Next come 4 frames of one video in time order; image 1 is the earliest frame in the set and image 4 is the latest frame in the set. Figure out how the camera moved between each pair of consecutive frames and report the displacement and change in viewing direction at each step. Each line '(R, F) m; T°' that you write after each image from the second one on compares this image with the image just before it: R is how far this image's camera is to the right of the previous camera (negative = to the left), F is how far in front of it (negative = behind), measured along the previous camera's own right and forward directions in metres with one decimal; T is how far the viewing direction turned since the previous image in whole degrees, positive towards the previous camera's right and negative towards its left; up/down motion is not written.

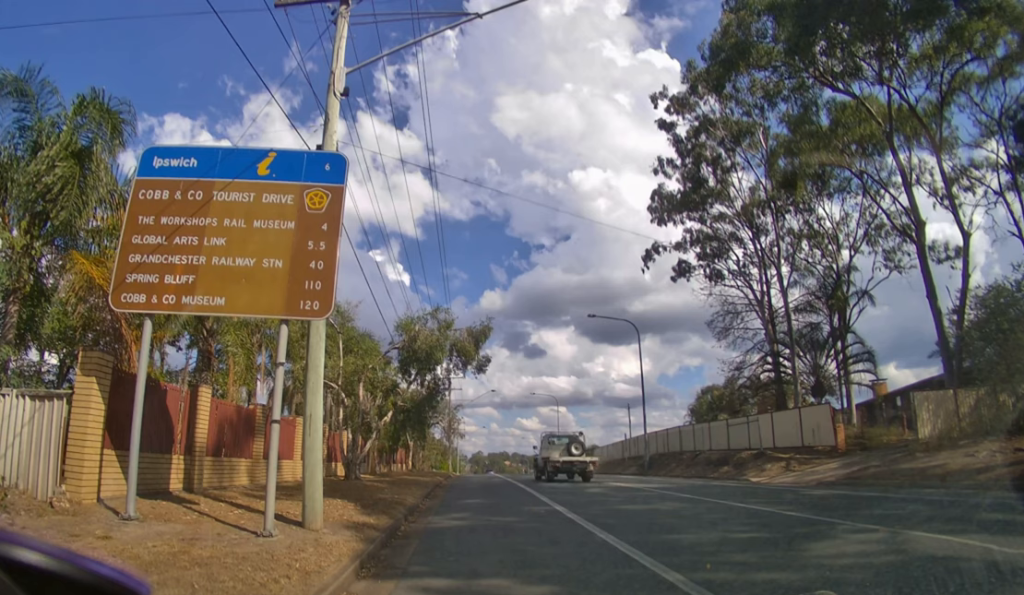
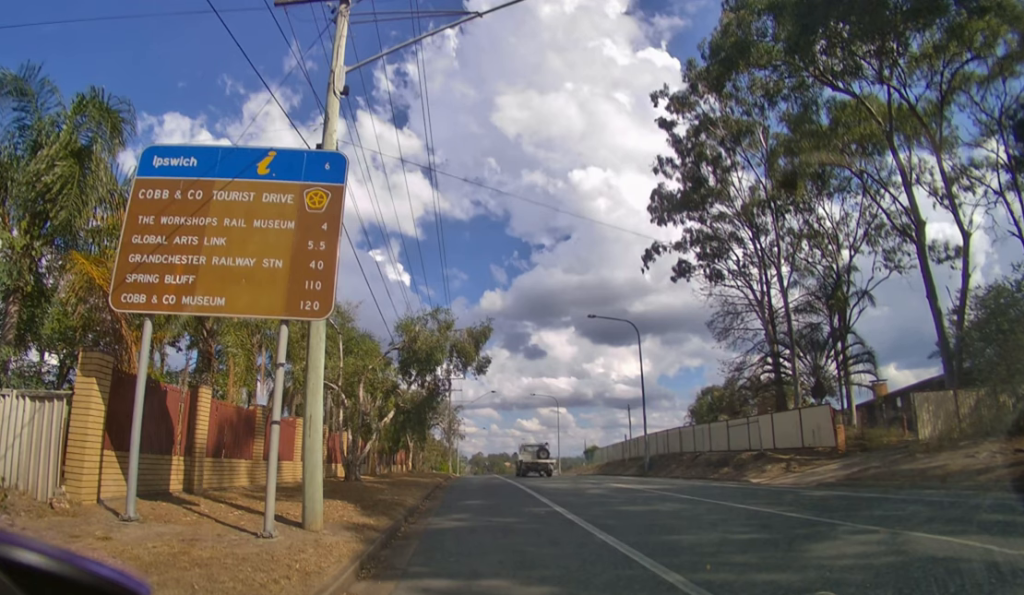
(0.0, 0.0) m; 0°
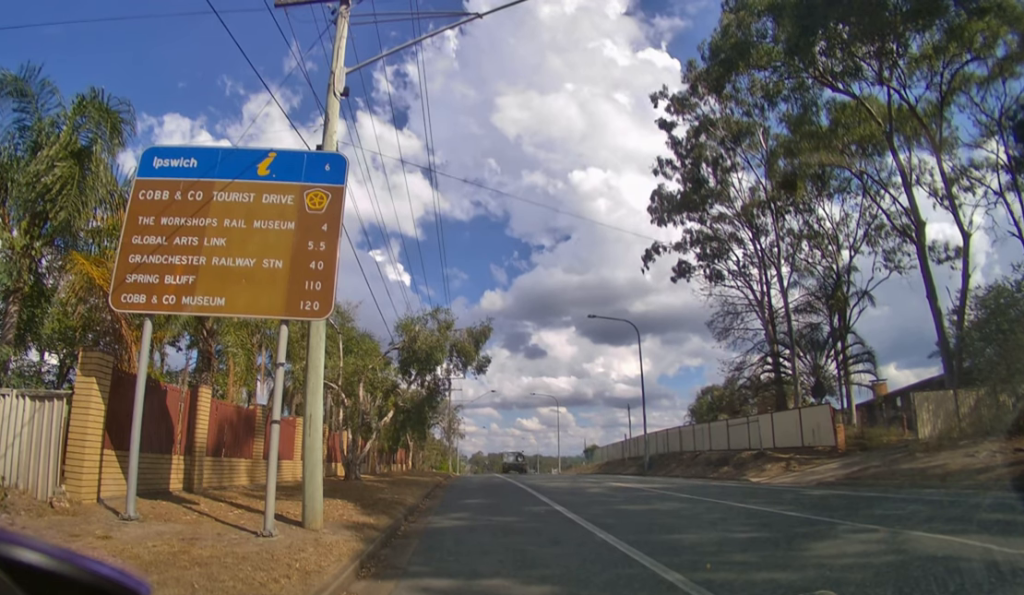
(0.0, 0.0) m; 0°
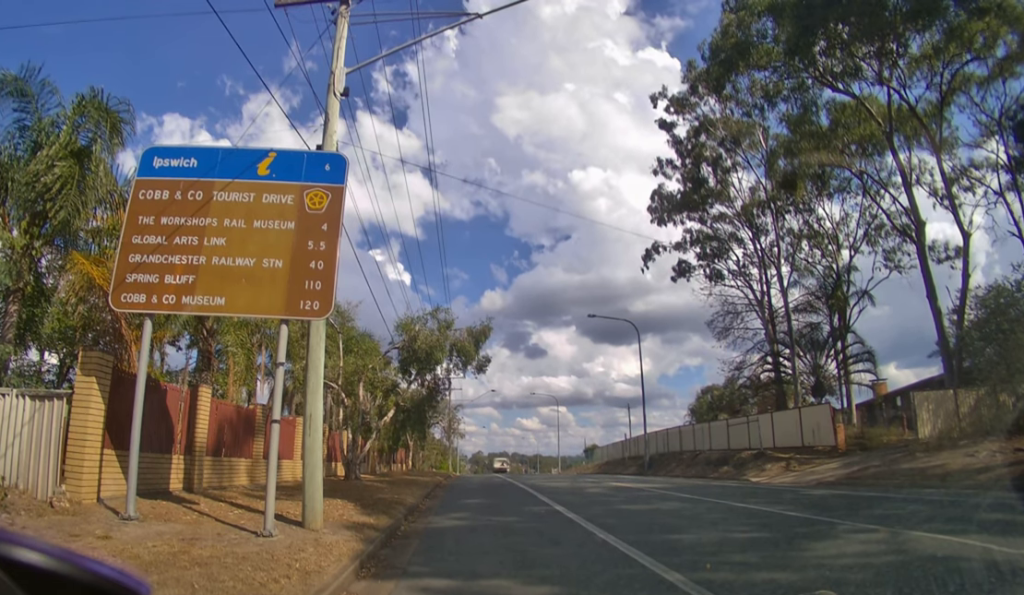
(0.0, 0.0) m; 0°
